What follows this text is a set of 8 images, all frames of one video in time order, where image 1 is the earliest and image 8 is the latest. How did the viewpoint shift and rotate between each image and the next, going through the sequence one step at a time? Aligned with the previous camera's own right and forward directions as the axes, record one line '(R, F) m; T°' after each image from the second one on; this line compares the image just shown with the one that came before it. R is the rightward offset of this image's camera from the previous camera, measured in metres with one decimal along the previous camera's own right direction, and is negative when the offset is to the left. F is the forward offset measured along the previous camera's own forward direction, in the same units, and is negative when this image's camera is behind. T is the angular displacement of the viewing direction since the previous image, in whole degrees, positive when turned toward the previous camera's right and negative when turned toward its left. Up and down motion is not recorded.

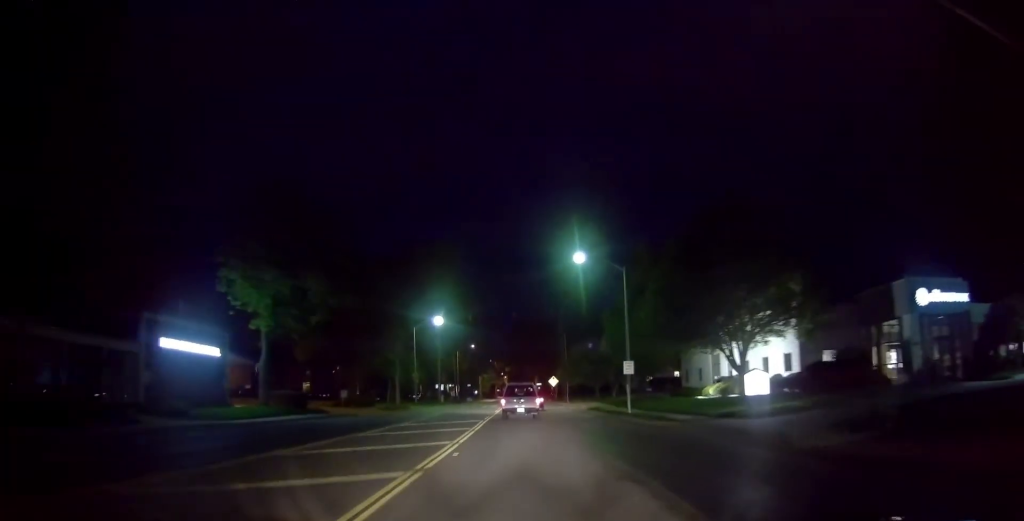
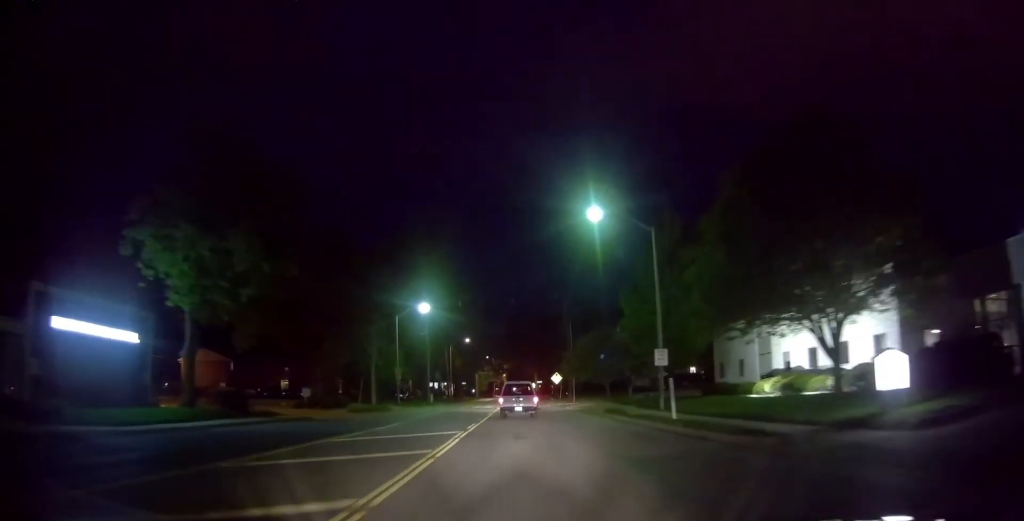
(+0.3, +8.0) m; 0°
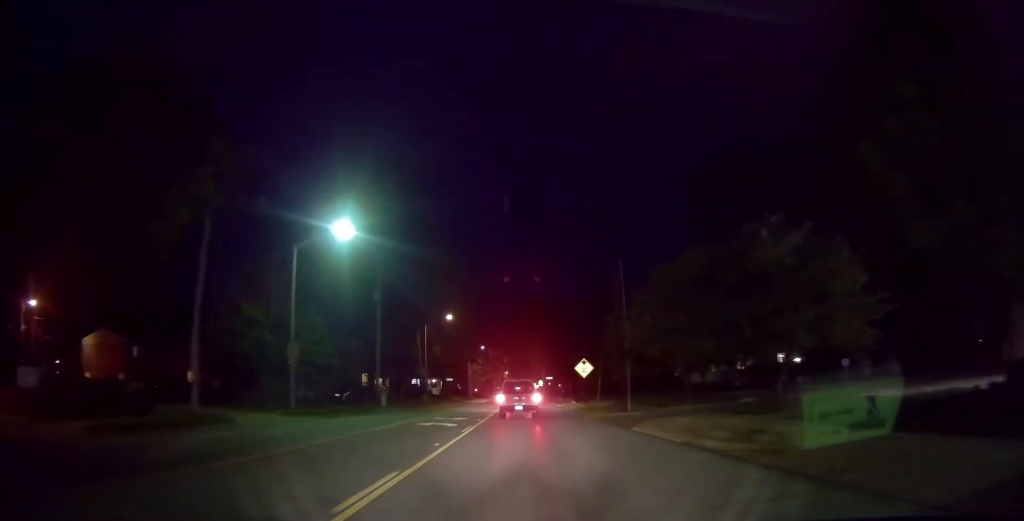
(-1.1, +26.0) m; -3°
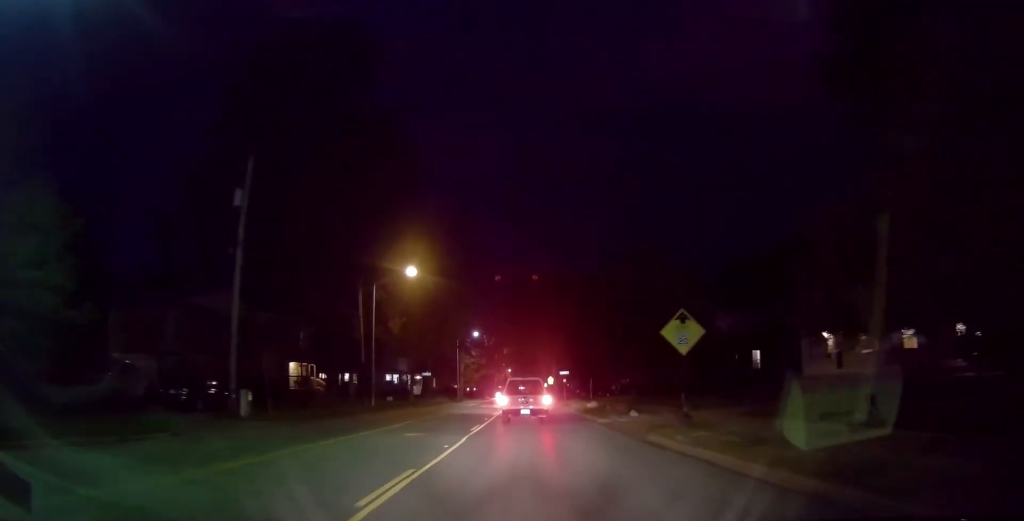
(0.0, +25.4) m; 0°
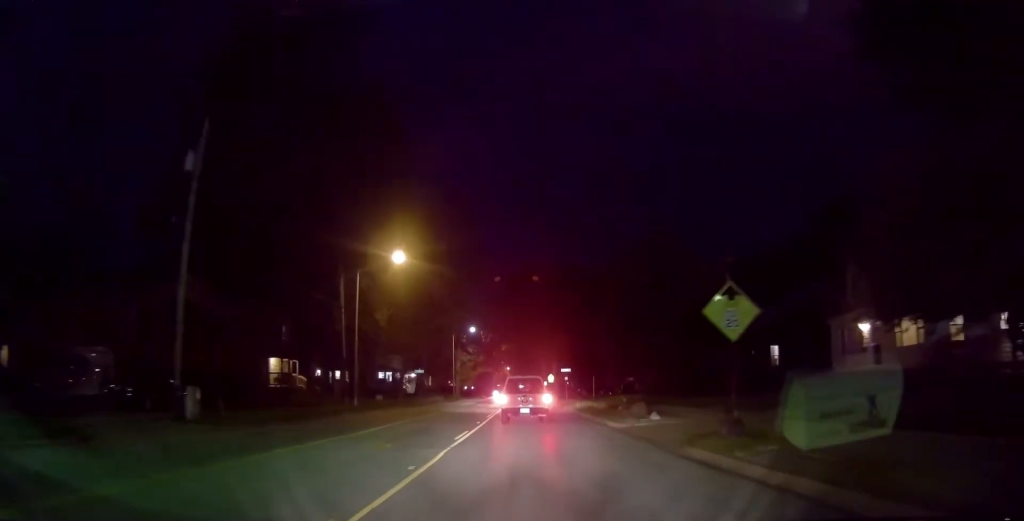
(0.0, +4.5) m; 0°
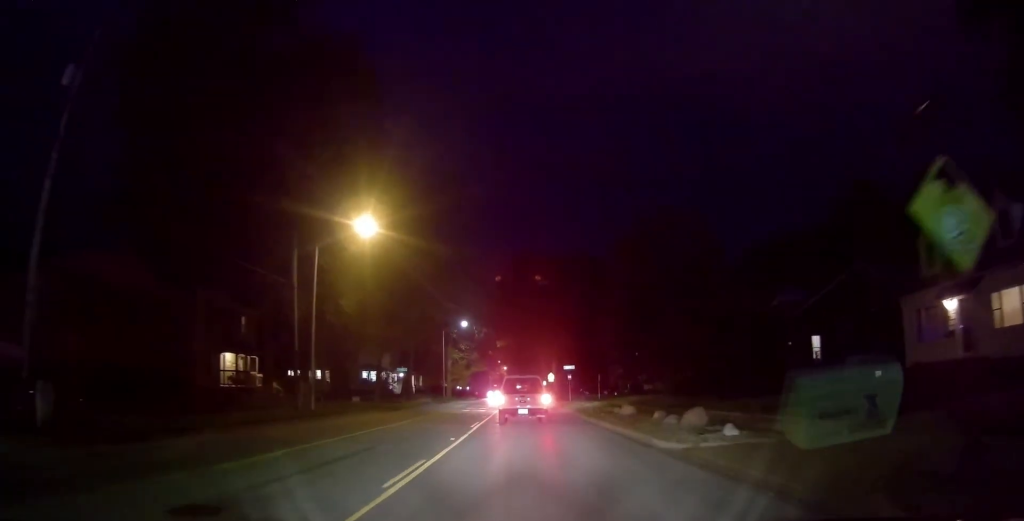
(0.0, +7.7) m; 0°
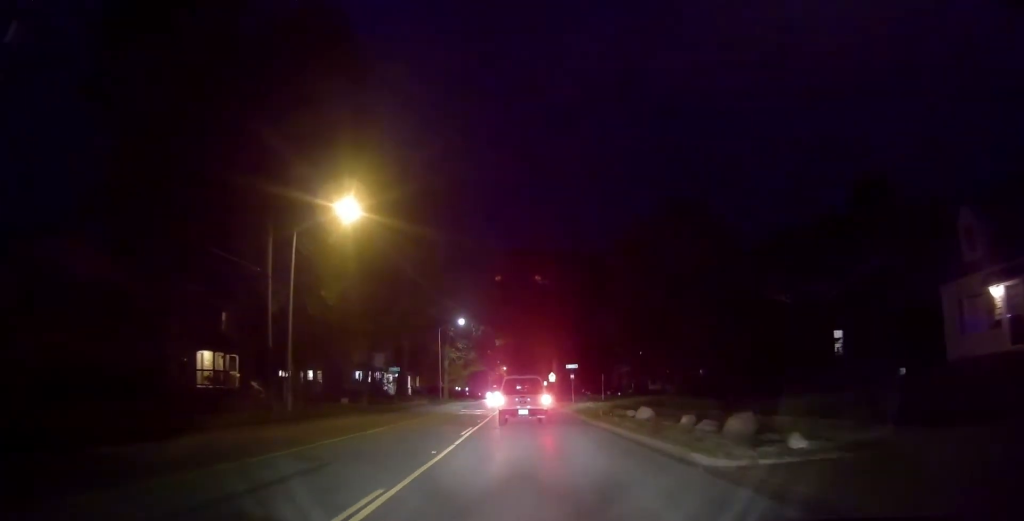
(0.0, +3.4) m; 0°
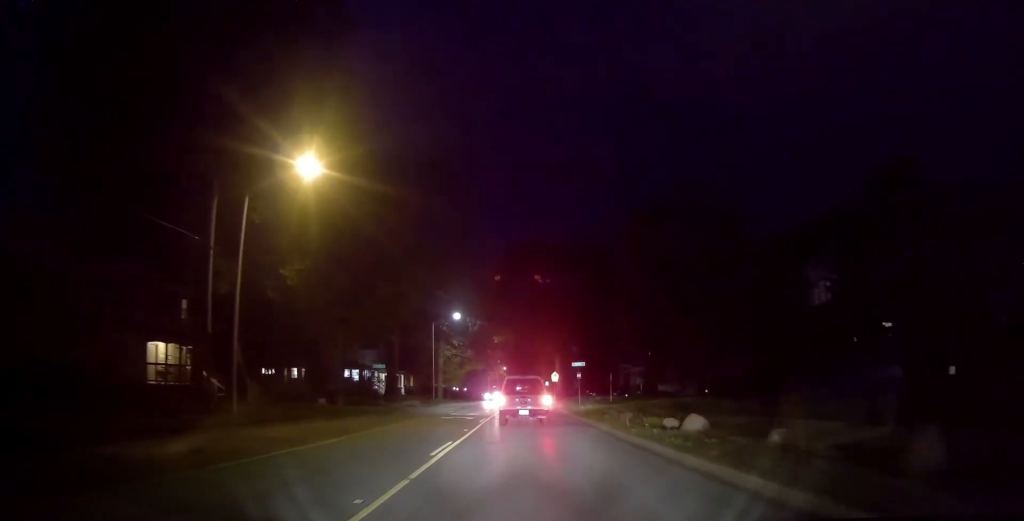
(0.0, +5.7) m; 0°
